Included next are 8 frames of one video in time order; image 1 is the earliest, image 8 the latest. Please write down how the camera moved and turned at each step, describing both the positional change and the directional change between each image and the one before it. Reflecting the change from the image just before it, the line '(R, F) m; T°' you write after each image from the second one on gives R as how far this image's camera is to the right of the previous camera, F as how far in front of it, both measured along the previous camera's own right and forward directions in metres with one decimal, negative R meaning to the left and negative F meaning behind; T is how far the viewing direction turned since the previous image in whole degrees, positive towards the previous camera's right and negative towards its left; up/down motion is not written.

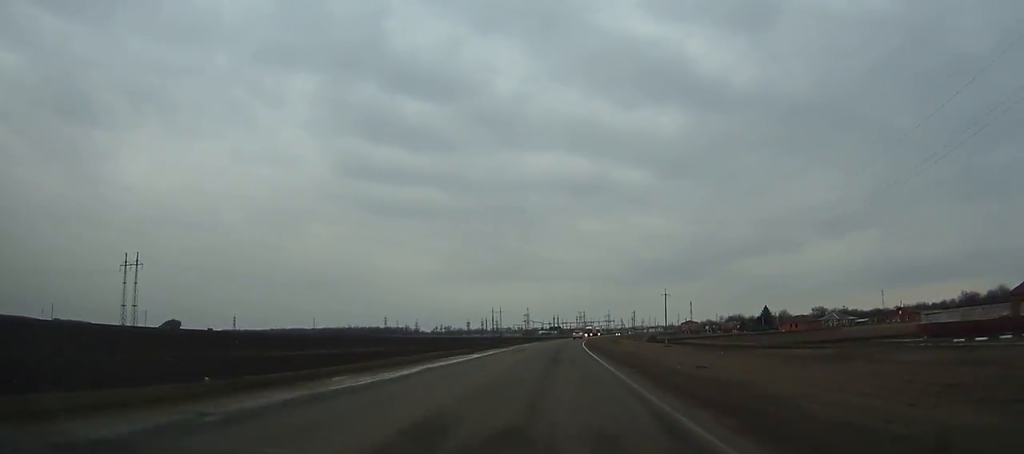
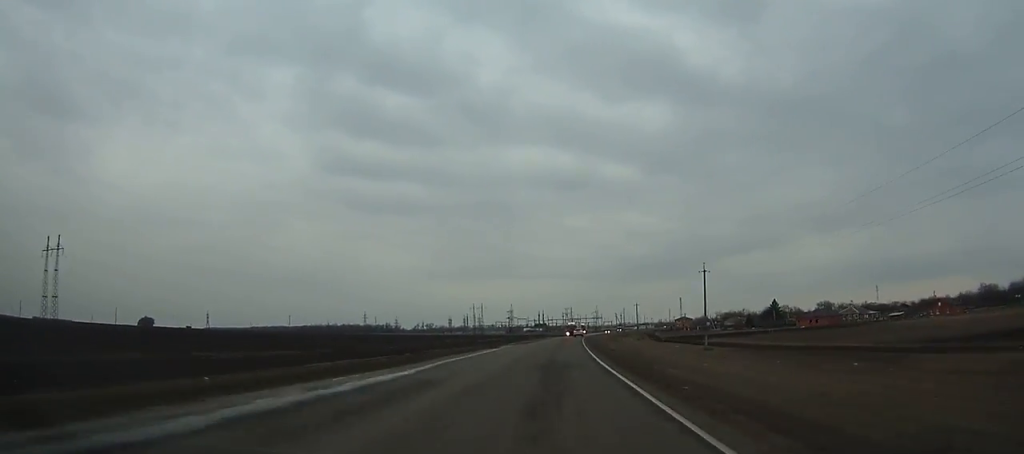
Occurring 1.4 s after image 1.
(0.0, +33.7) m; +1°
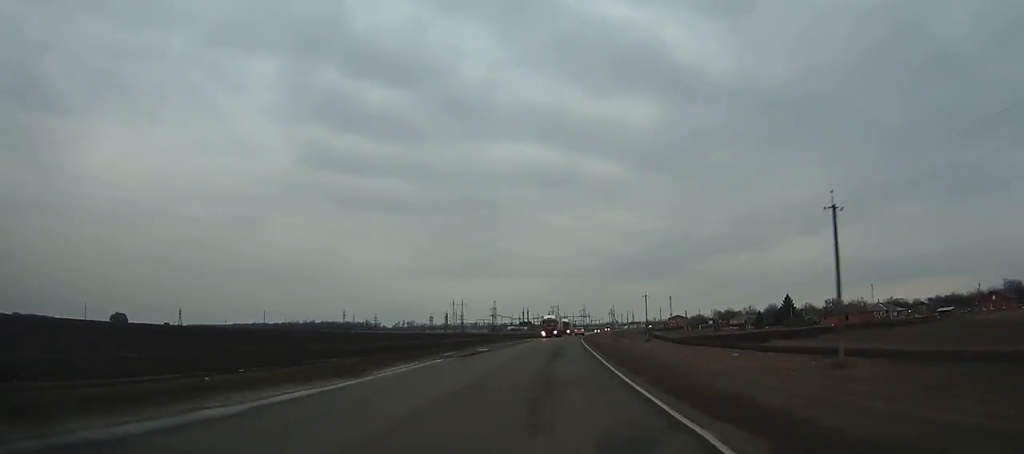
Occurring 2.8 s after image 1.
(+0.8, +33.5) m; +1°
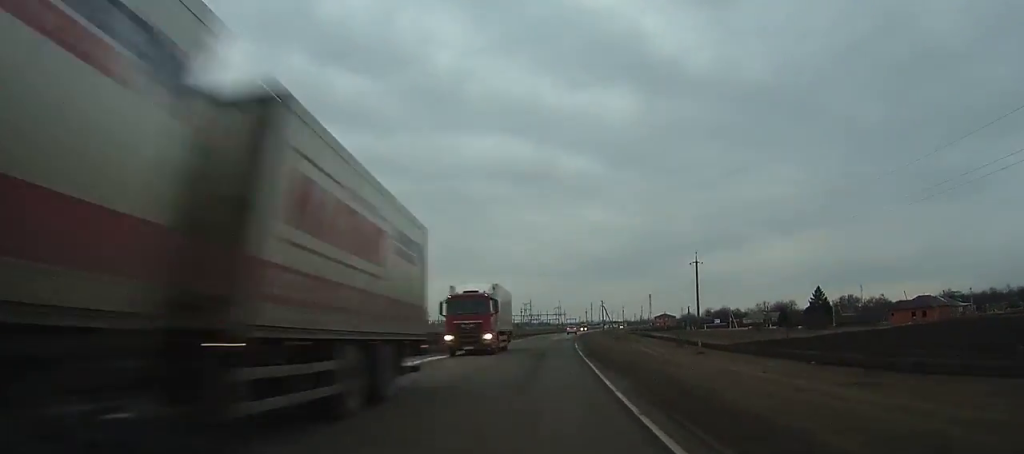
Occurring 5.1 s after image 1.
(+0.9, +55.0) m; +2°
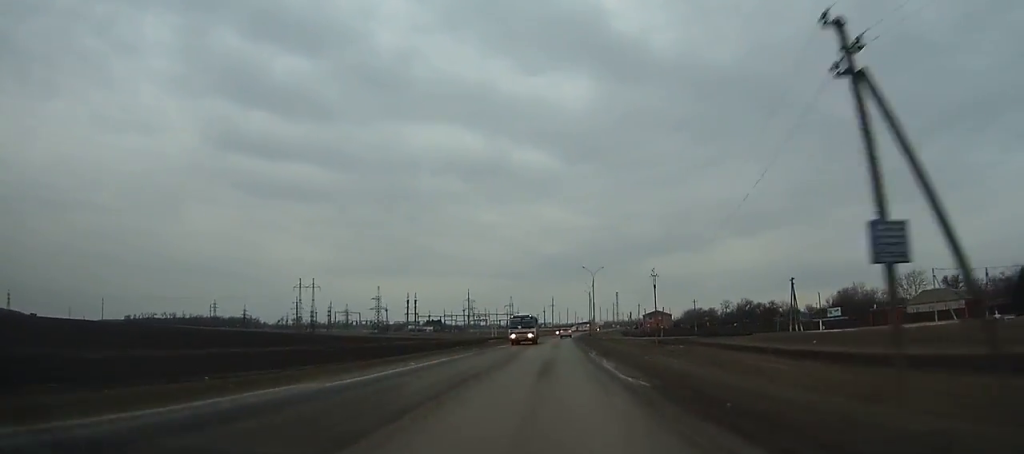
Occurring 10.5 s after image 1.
(+5.5, +127.0) m; +5°
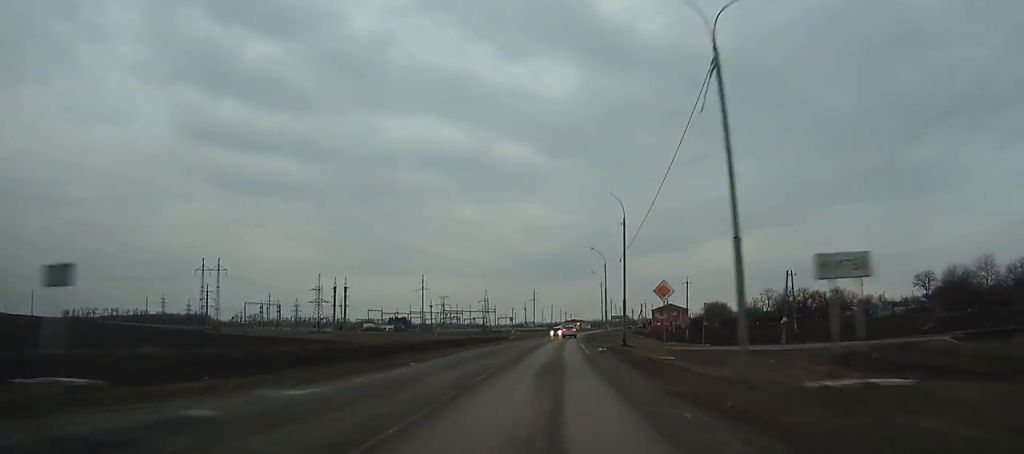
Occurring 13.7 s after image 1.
(+1.4, +72.4) m; +2°
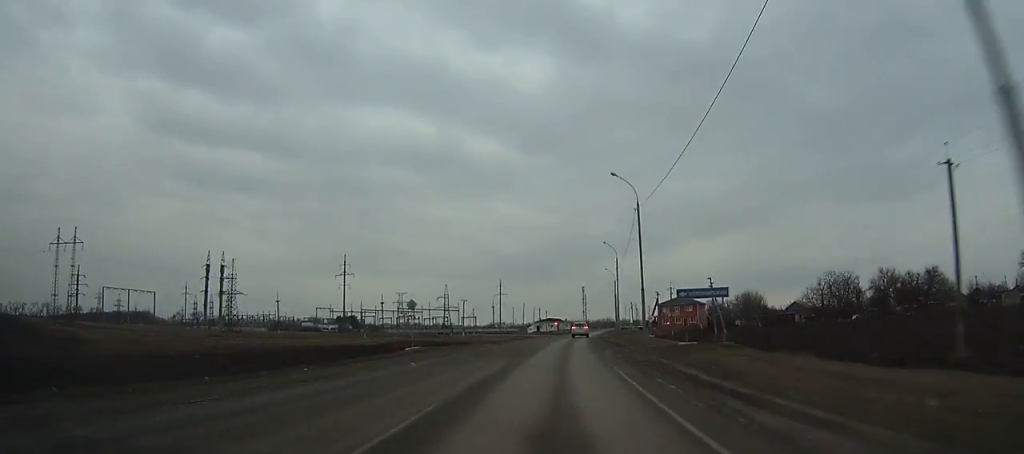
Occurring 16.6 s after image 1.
(+0.8, +62.6) m; +3°
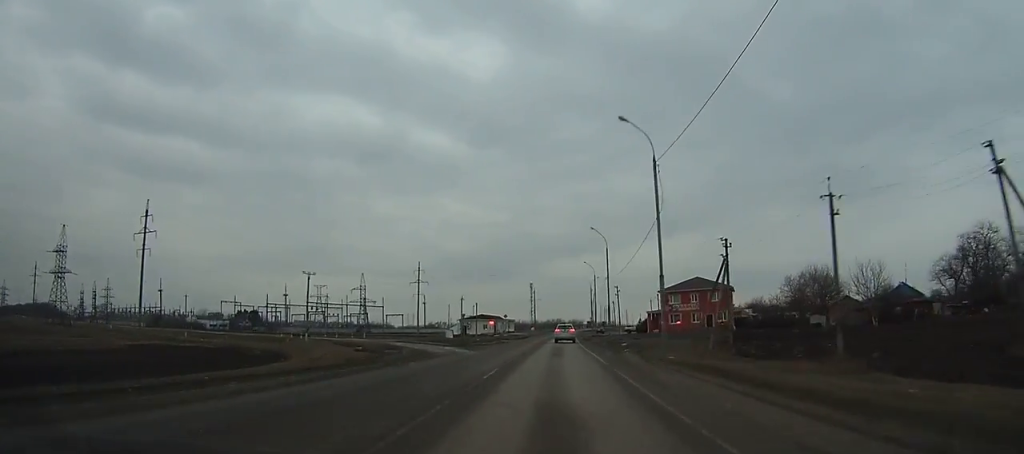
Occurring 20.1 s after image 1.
(+3.0, +71.0) m; +3°
